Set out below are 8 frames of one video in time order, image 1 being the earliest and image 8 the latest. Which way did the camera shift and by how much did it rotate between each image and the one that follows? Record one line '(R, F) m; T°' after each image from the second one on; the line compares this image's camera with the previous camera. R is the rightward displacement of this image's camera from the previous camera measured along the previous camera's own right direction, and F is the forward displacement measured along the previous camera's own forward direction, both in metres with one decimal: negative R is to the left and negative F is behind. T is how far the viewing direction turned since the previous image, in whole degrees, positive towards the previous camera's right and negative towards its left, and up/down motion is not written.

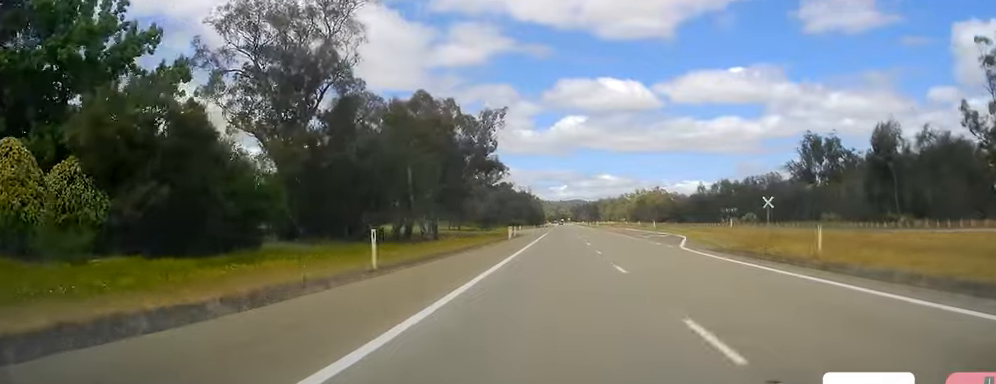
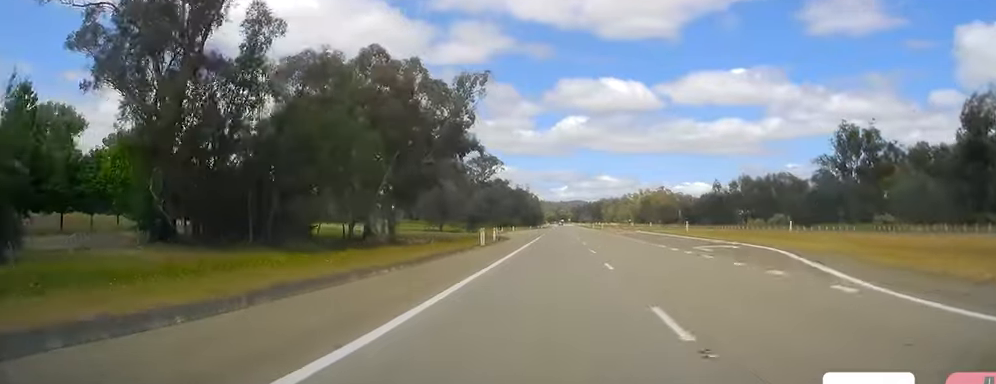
(-0.1, +22.4) m; 0°
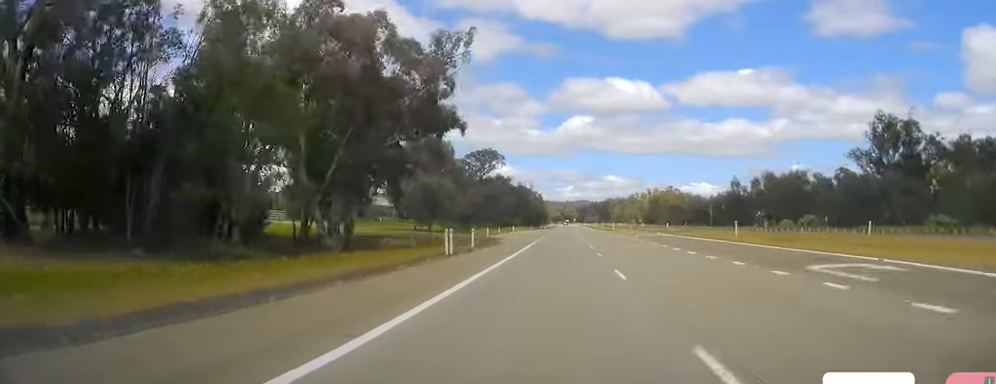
(+0.4, +15.6) m; +1°
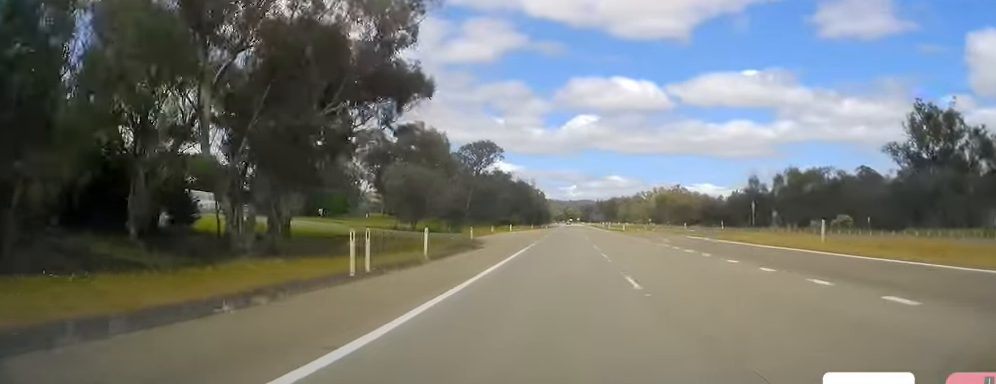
(0.0, +14.6) m; 0°
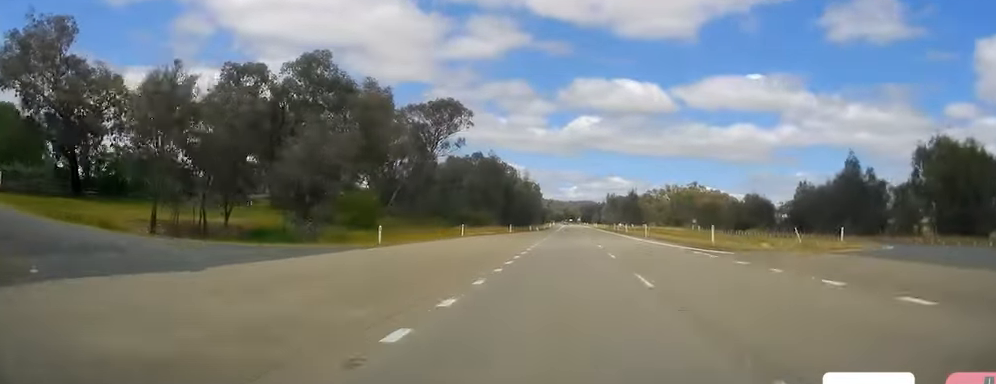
(-1.0, +59.4) m; 0°
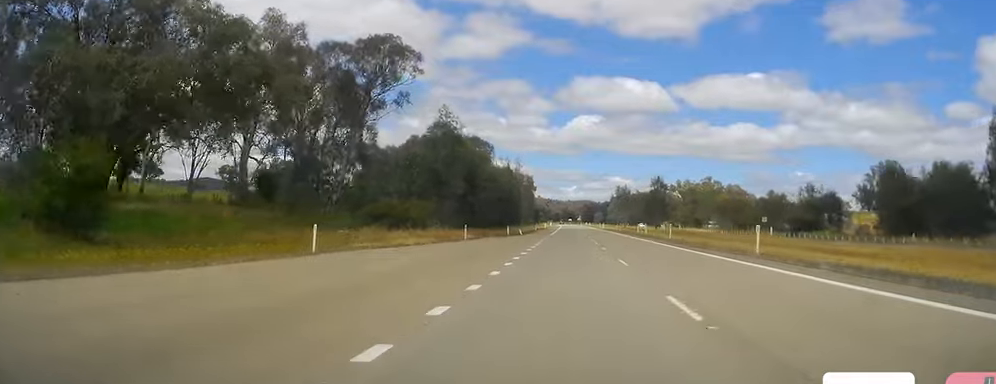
(+0.3, +40.9) m; 0°
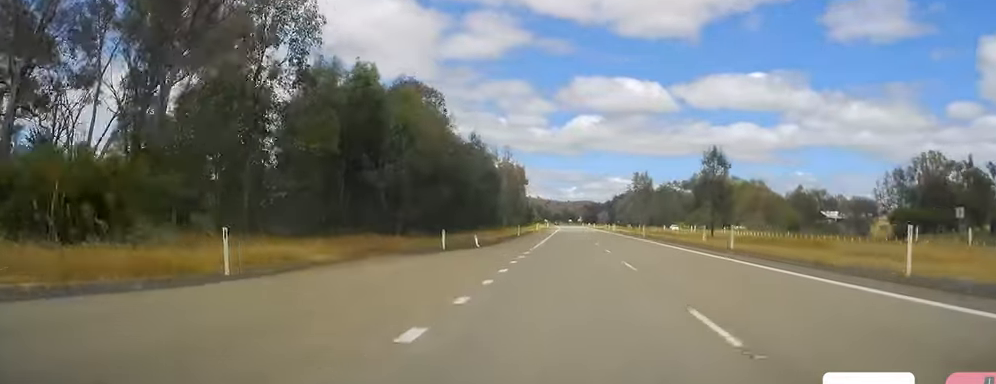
(-0.1, +38.1) m; 0°
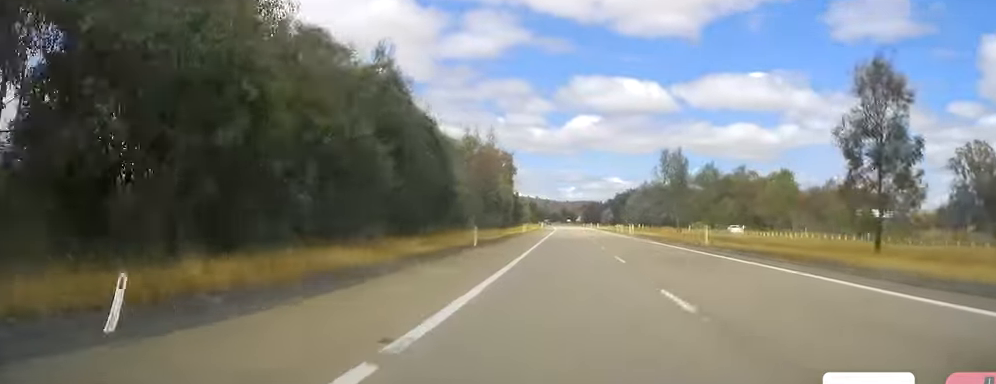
(+0.2, +33.1) m; +1°
